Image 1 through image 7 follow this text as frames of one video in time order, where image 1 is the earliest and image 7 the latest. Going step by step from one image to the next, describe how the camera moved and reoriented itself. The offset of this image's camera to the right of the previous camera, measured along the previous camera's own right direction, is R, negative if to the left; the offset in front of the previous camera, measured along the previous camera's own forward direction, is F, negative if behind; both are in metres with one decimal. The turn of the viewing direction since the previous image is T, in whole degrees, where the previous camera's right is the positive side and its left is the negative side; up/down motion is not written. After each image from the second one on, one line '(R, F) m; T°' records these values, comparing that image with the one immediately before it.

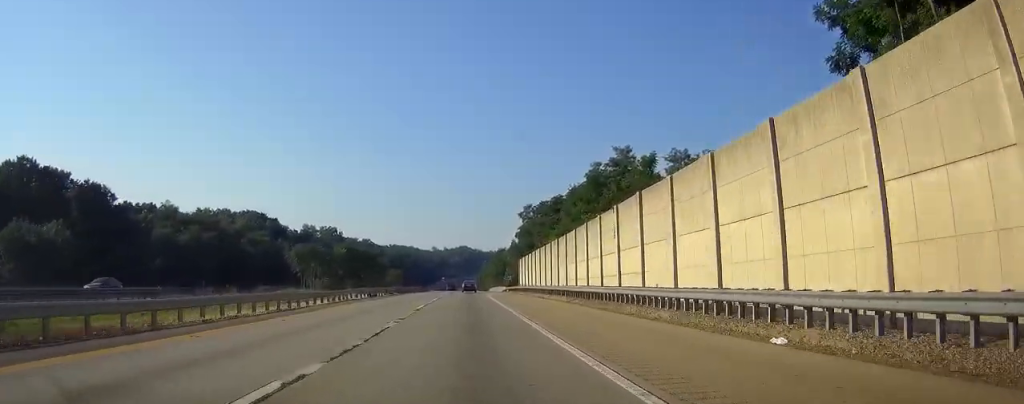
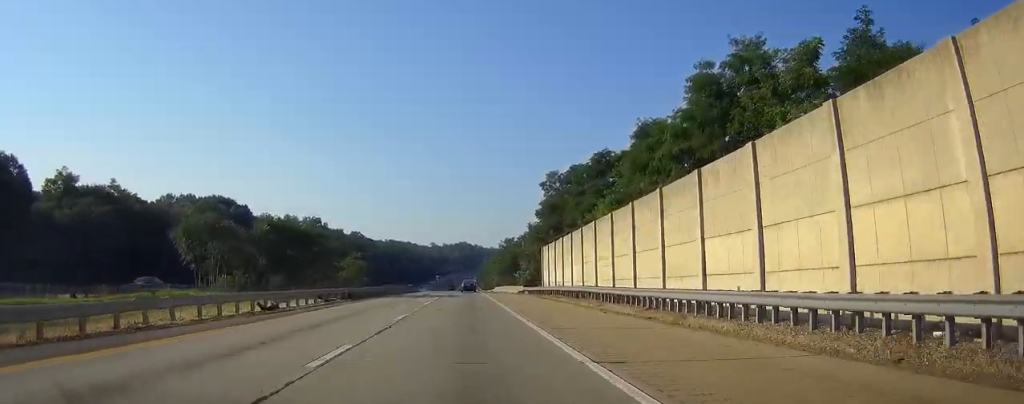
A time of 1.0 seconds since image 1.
(+0.5, +32.8) m; +1°
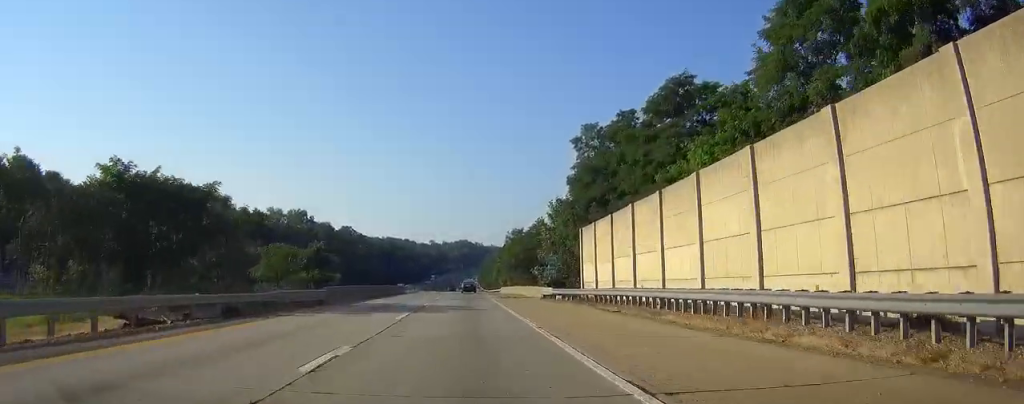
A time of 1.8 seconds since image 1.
(0.0, +24.3) m; 0°
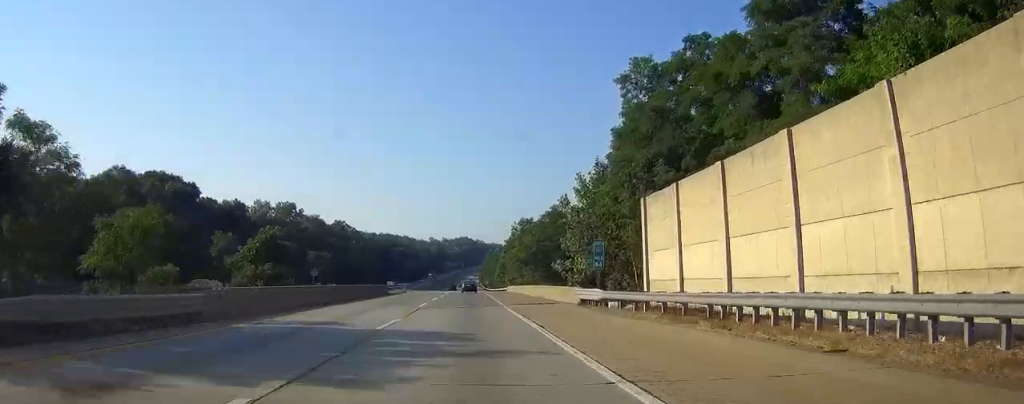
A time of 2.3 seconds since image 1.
(0.0, +16.9) m; 0°
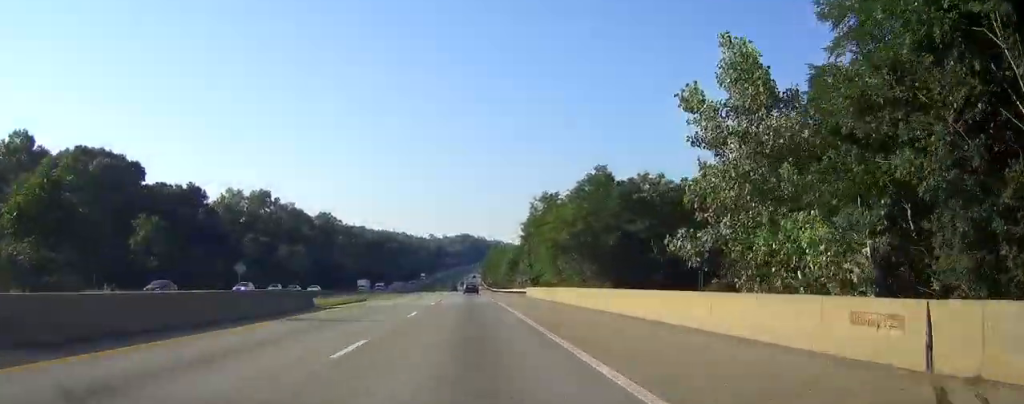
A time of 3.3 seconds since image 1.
(0.0, +30.6) m; 0°
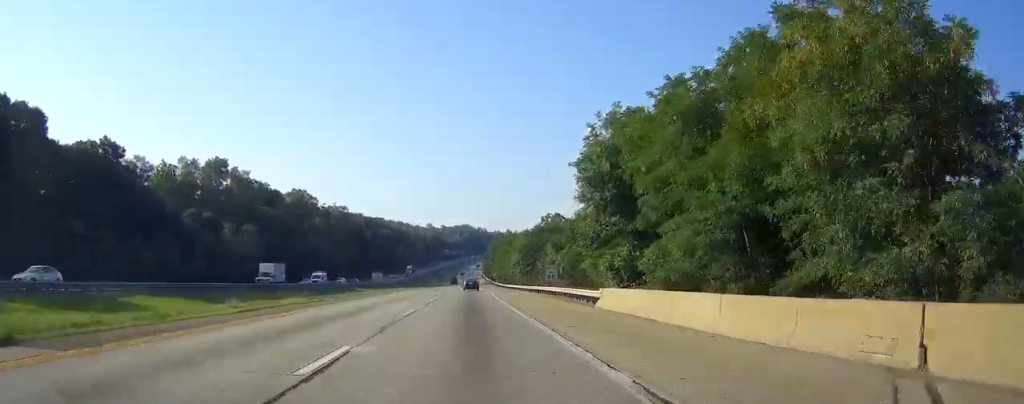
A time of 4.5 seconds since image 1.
(0.0, +38.1) m; 0°
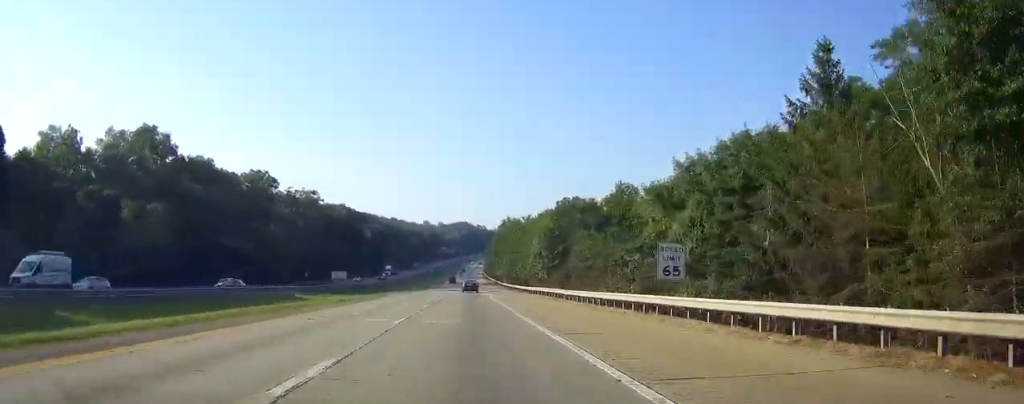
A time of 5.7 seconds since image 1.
(0.0, +39.3) m; 0°
